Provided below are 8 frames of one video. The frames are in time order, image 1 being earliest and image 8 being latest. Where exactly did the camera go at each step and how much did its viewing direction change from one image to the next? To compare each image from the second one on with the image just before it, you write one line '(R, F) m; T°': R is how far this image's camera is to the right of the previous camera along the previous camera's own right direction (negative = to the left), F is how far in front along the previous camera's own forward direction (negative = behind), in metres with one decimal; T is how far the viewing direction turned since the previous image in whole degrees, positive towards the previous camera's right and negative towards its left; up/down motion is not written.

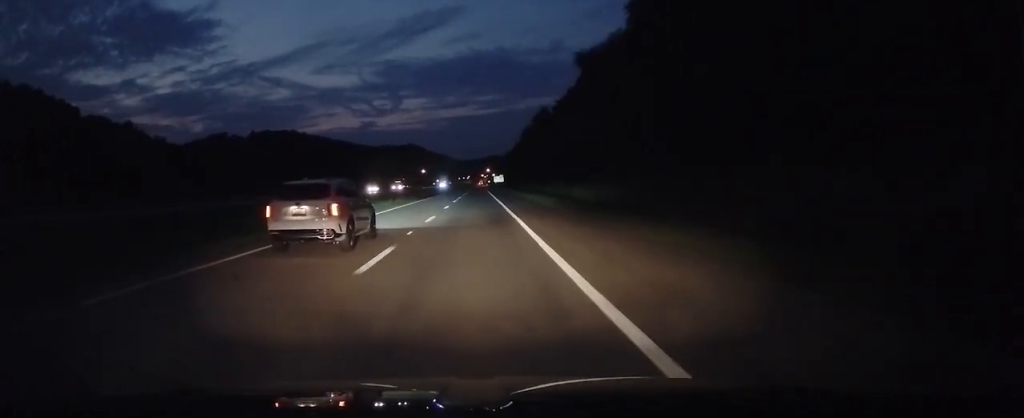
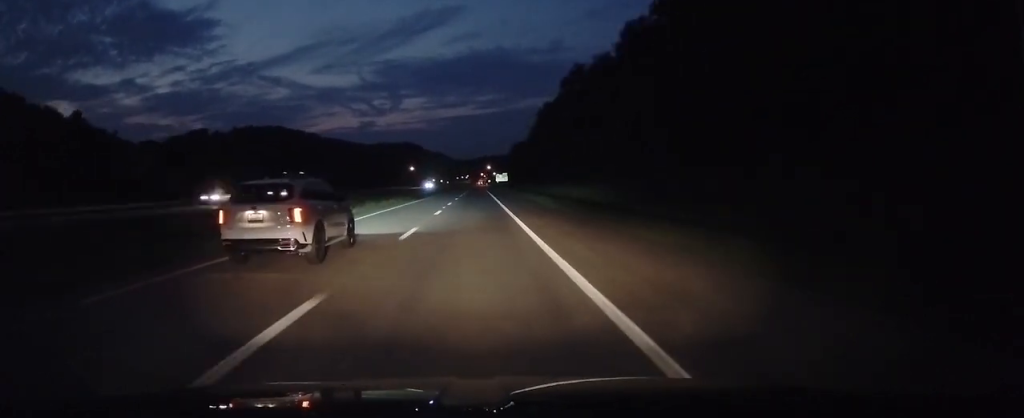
(0.0, +55.5) m; 0°
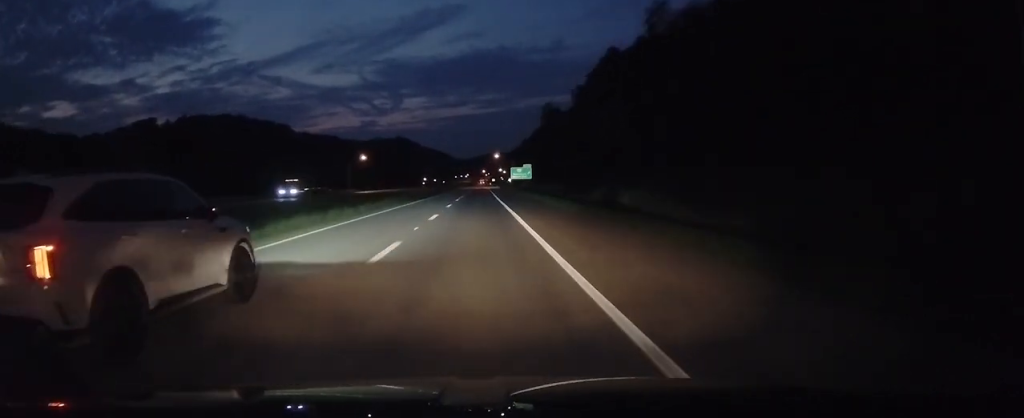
(-0.1, +125.2) m; 0°
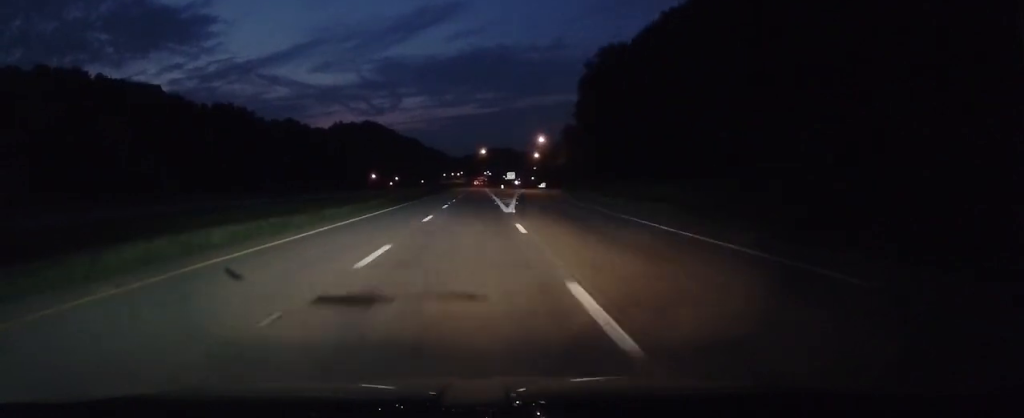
(+0.7, +265.3) m; 0°
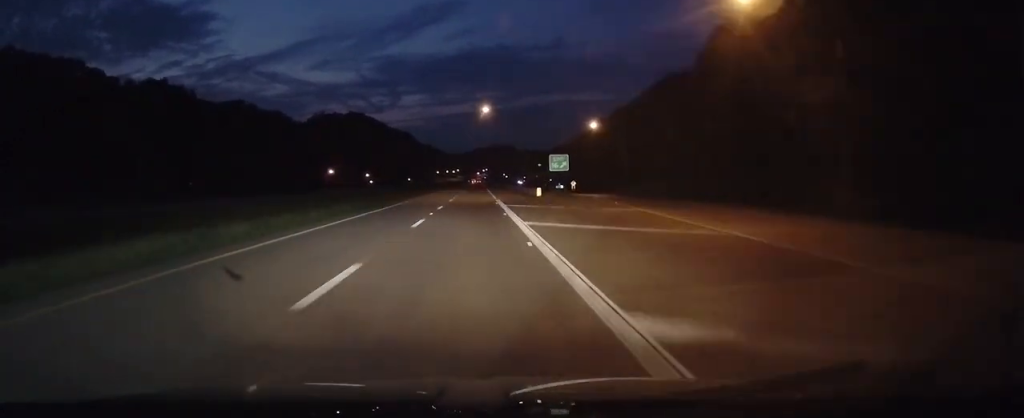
(-0.1, +87.6) m; 0°
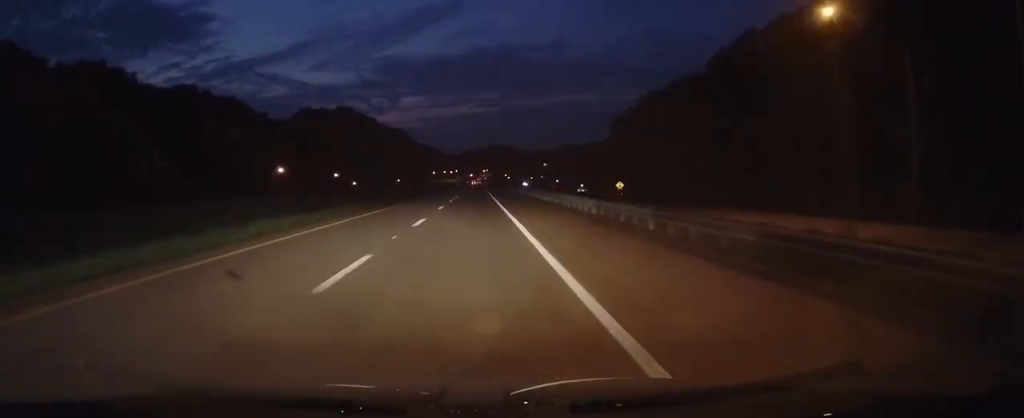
(0.0, +59.6) m; 0°
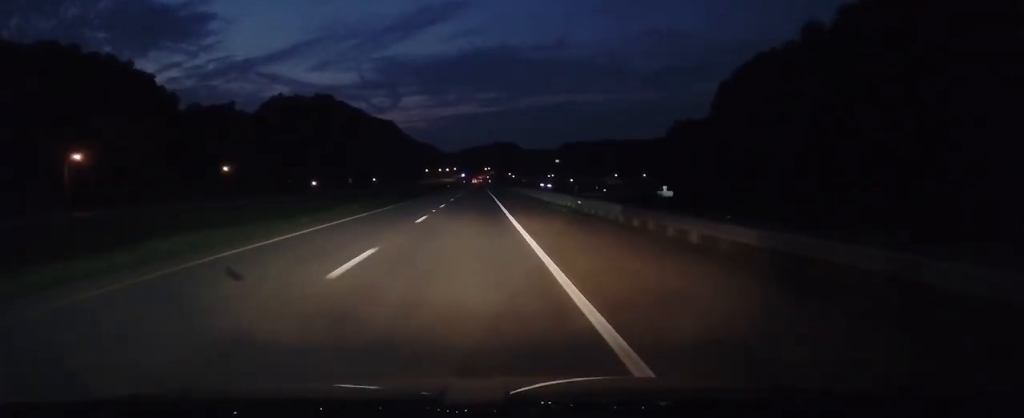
(-0.2, +95.9) m; 0°
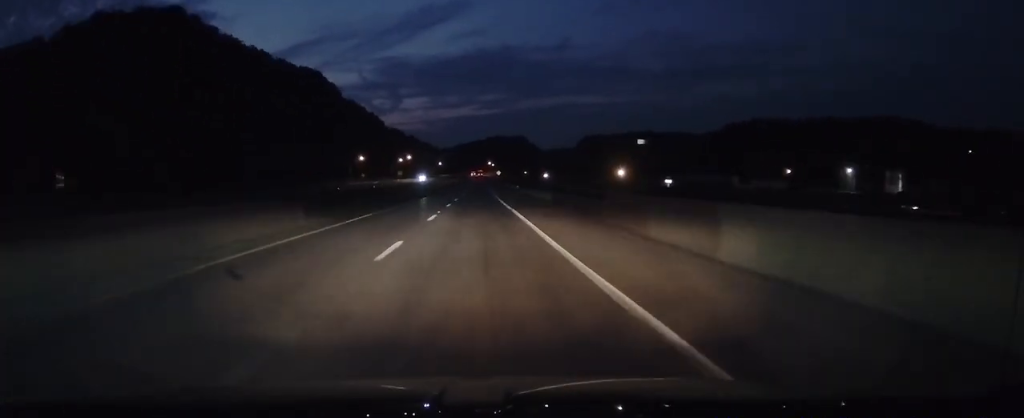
(0.0, +294.6) m; 0°
